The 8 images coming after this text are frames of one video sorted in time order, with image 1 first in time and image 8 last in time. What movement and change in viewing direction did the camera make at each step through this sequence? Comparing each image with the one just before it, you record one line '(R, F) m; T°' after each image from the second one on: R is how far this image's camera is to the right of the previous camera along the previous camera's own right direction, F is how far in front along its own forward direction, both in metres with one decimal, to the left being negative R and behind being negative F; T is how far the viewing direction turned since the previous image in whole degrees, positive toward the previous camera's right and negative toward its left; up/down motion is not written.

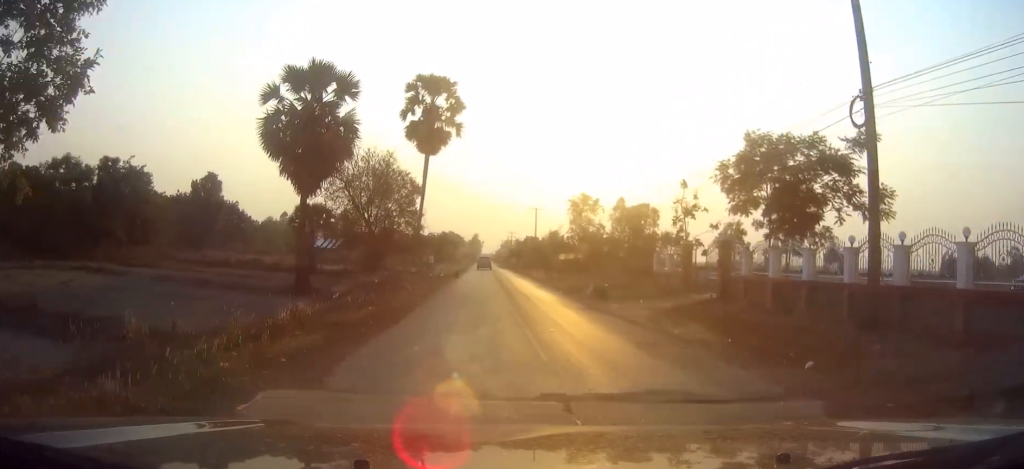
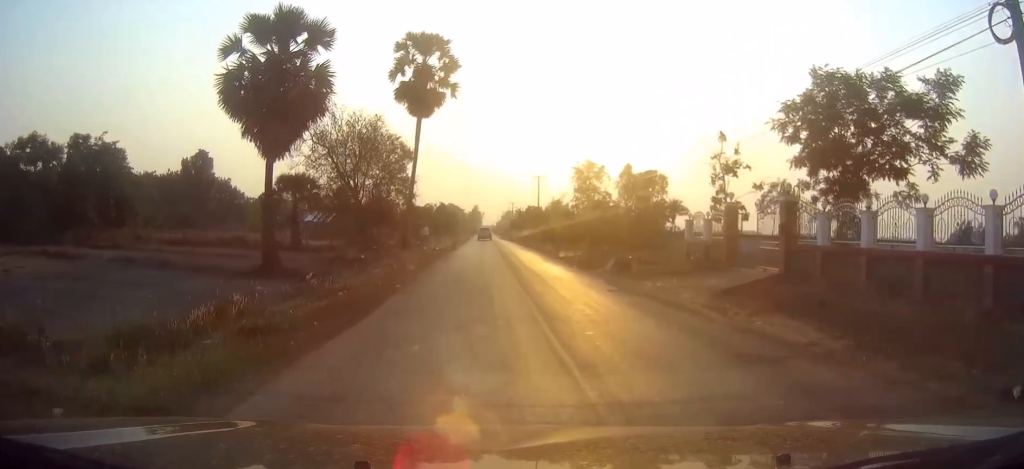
(0.0, +5.8) m; 0°
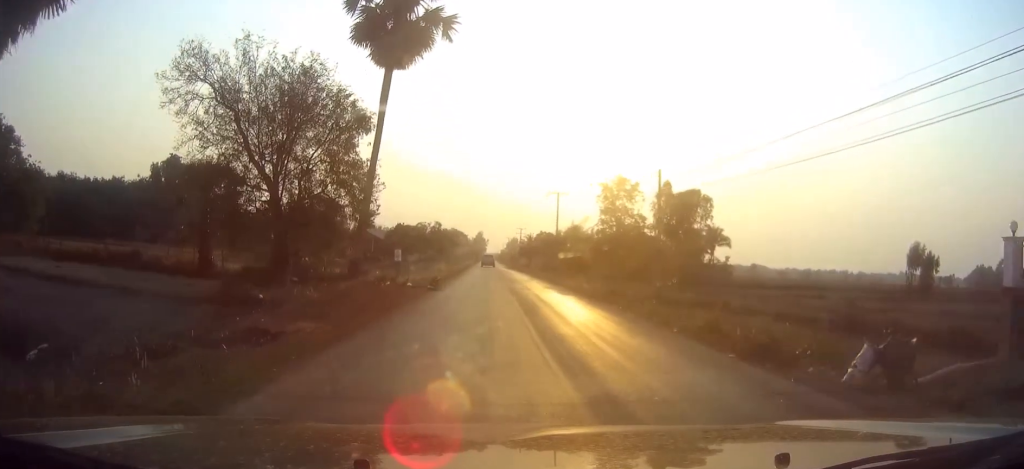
(0.0, +20.9) m; 0°
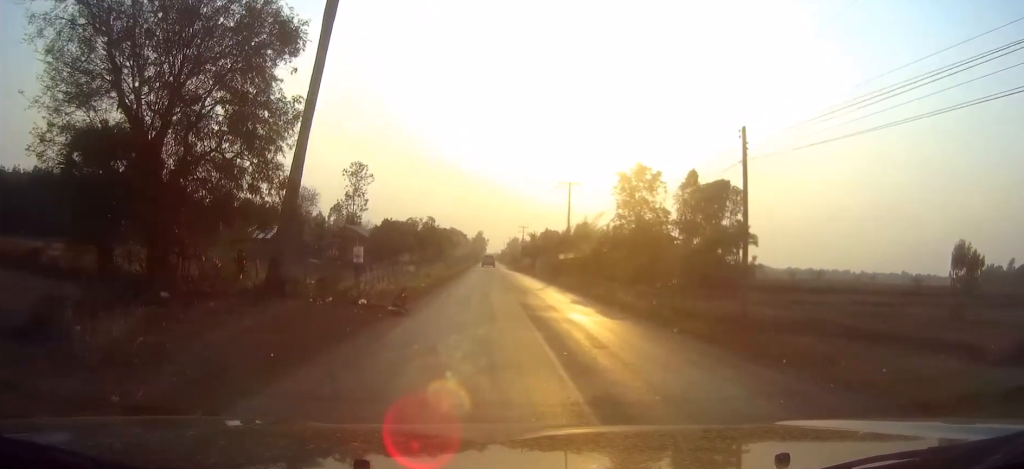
(-0.1, +11.4) m; -1°
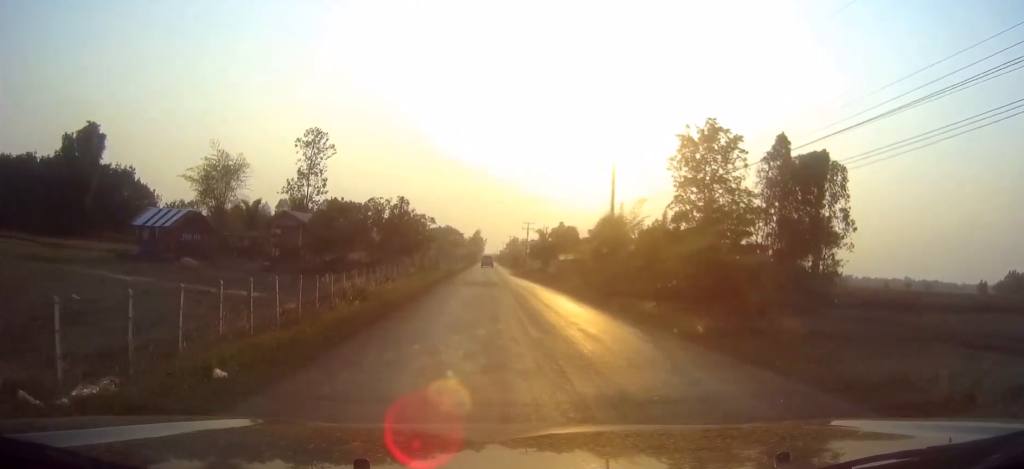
(-0.1, +26.1) m; +1°
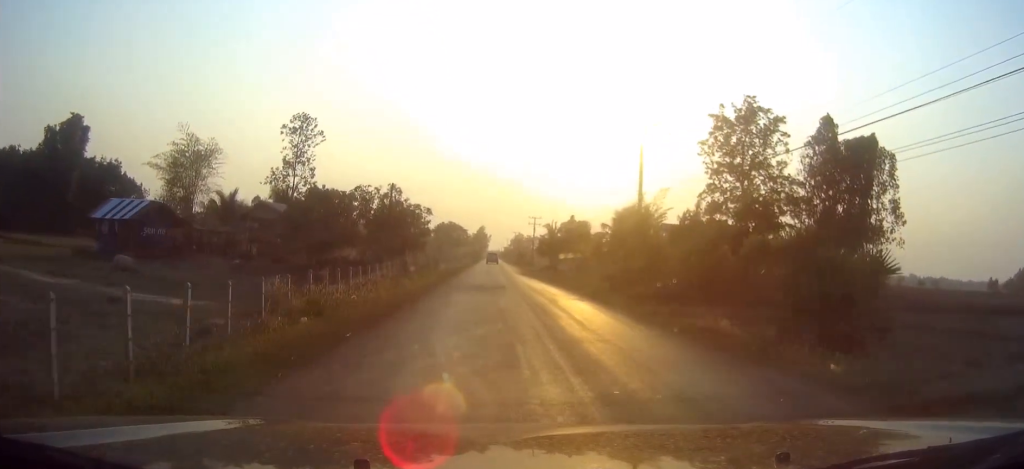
(+0.1, +7.1) m; 0°
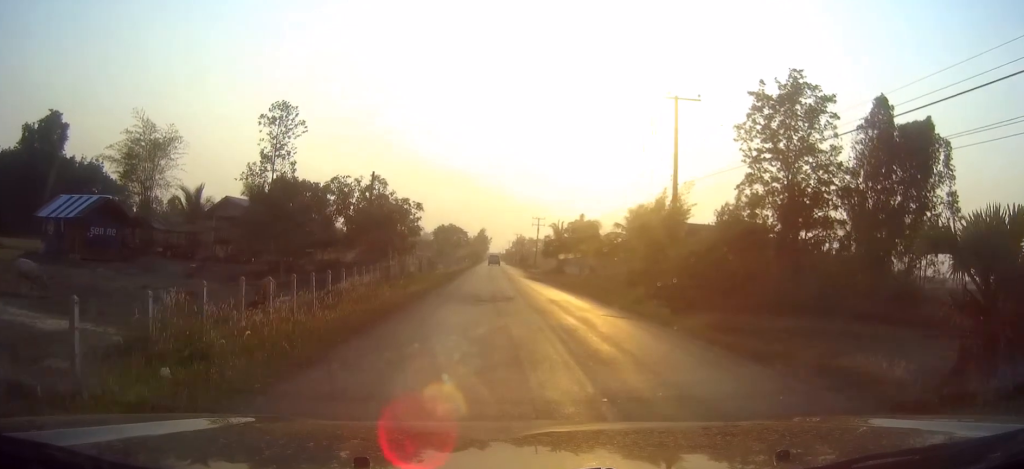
(+0.1, +7.6) m; 0°
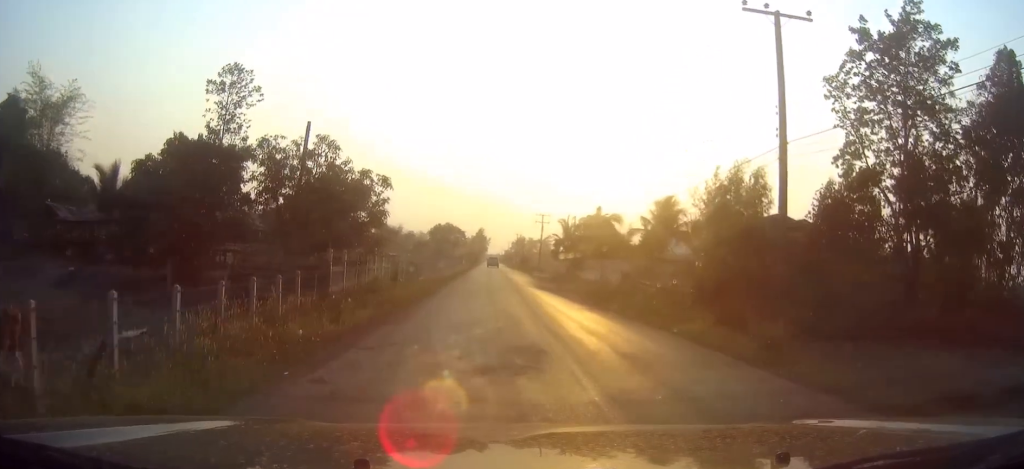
(-0.1, +12.4) m; -1°
